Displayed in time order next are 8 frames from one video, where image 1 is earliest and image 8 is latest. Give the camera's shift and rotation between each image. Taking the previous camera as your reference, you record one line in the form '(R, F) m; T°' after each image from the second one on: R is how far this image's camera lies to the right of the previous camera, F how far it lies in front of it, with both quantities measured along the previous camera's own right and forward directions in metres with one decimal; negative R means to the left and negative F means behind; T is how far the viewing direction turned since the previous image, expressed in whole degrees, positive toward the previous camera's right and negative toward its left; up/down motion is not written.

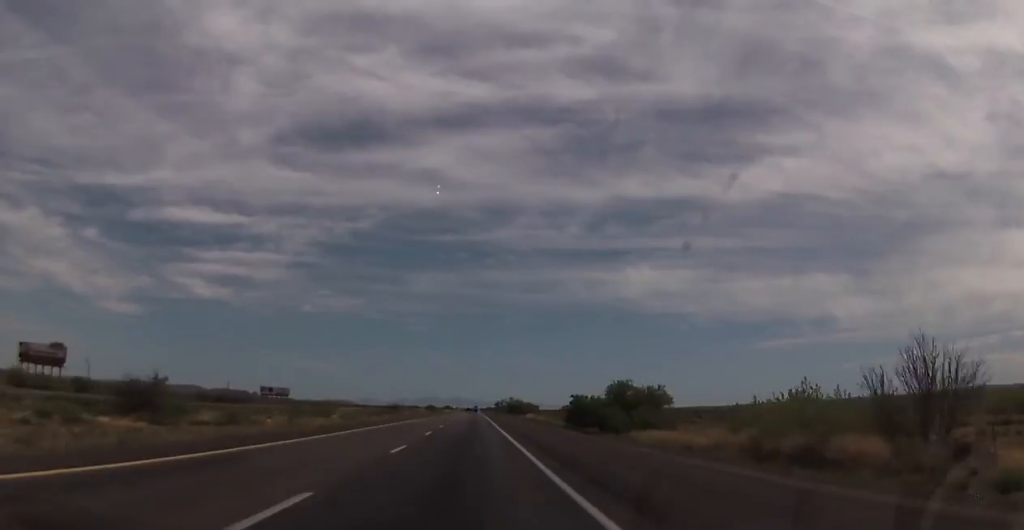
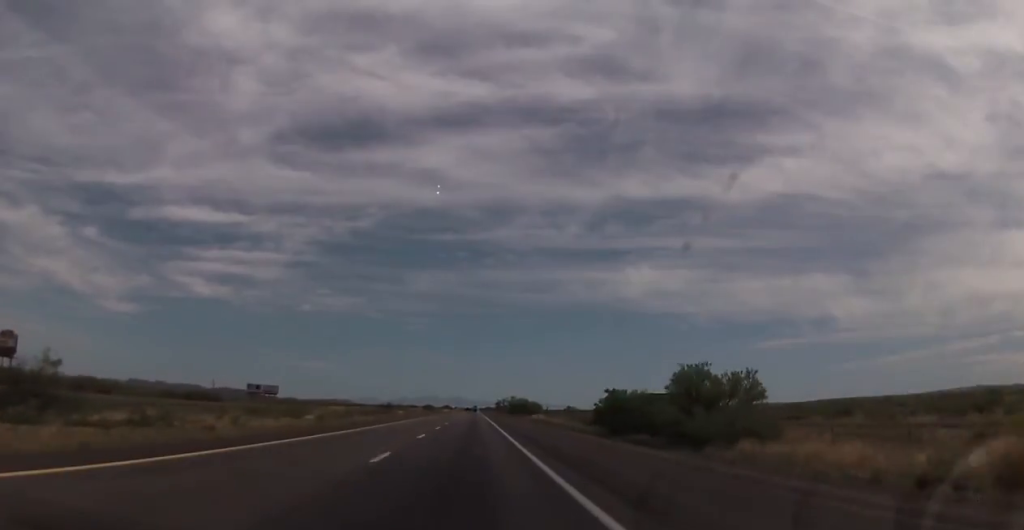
(+0.1, +15.9) m; 0°
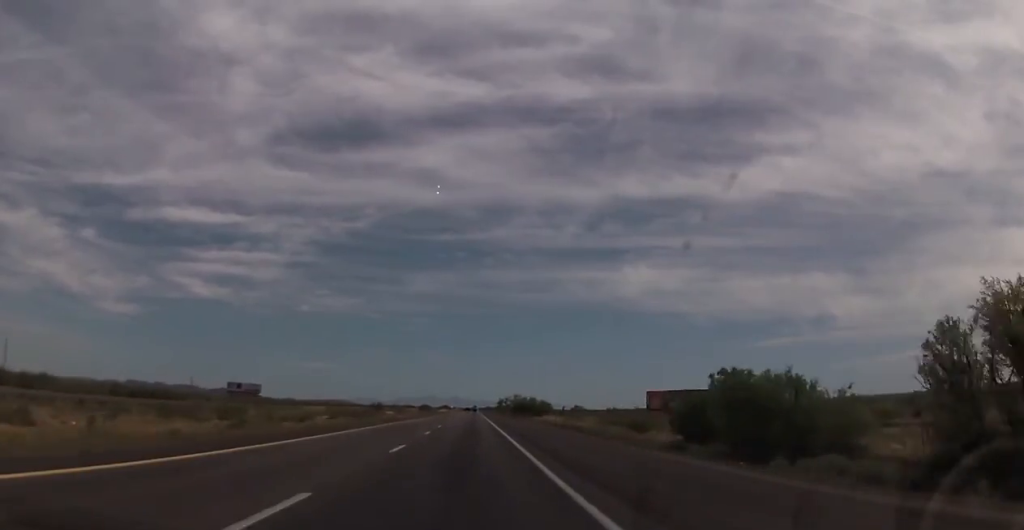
(+0.3, +20.8) m; 0°
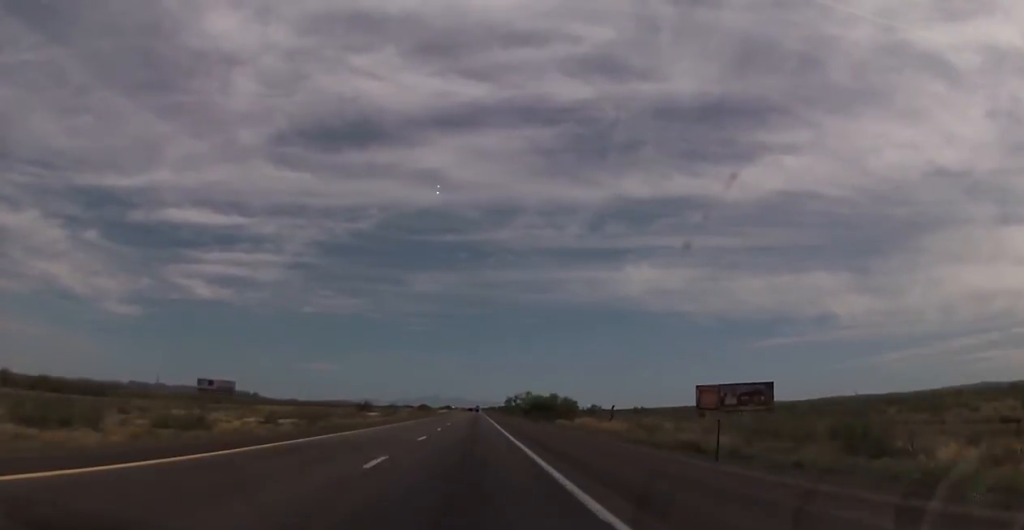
(-0.3, +29.4) m; -1°
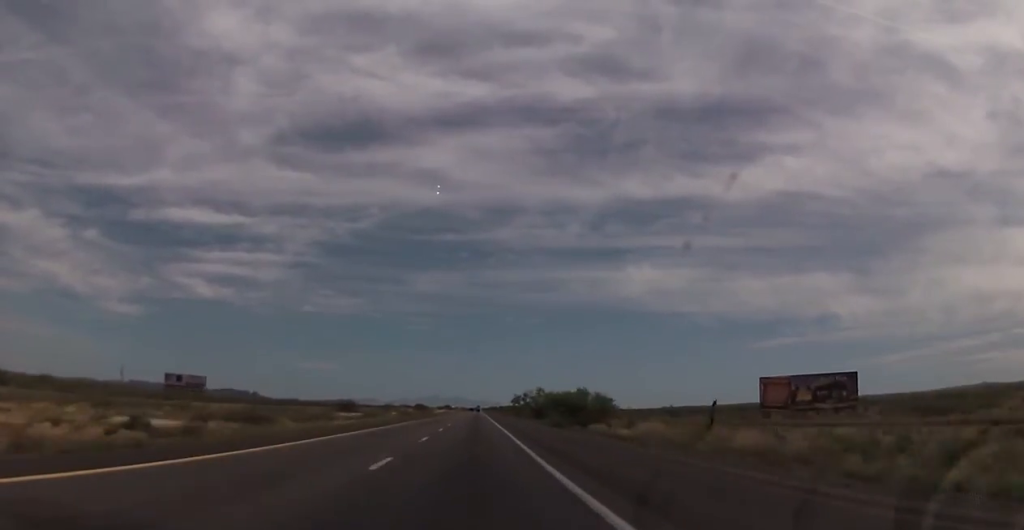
(-0.1, +24.5) m; 0°
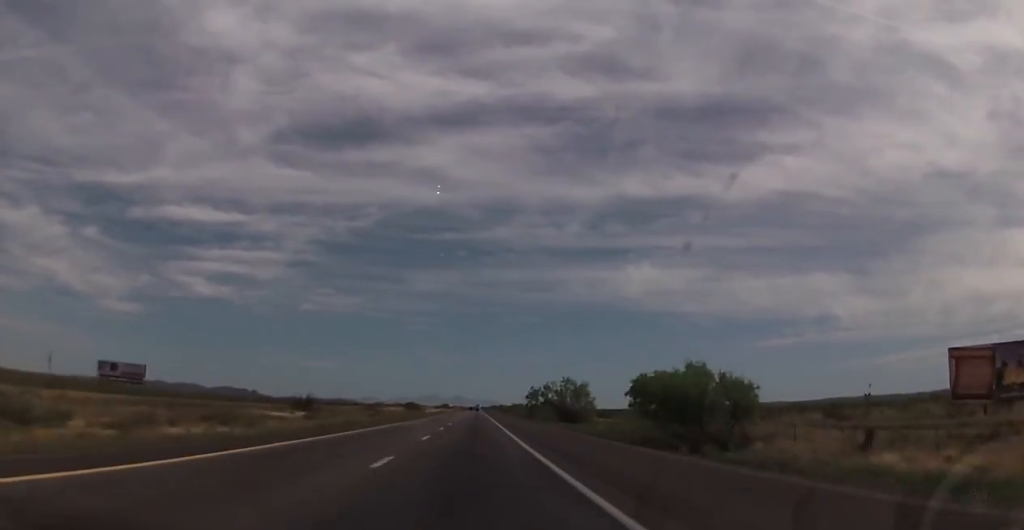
(0.0, +36.7) m; 0°
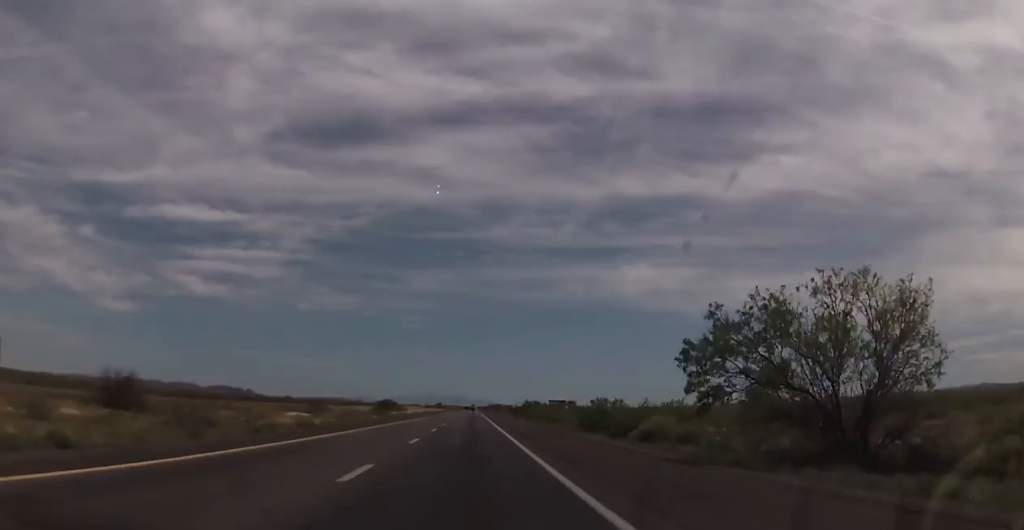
(+0.9, +63.6) m; +1°
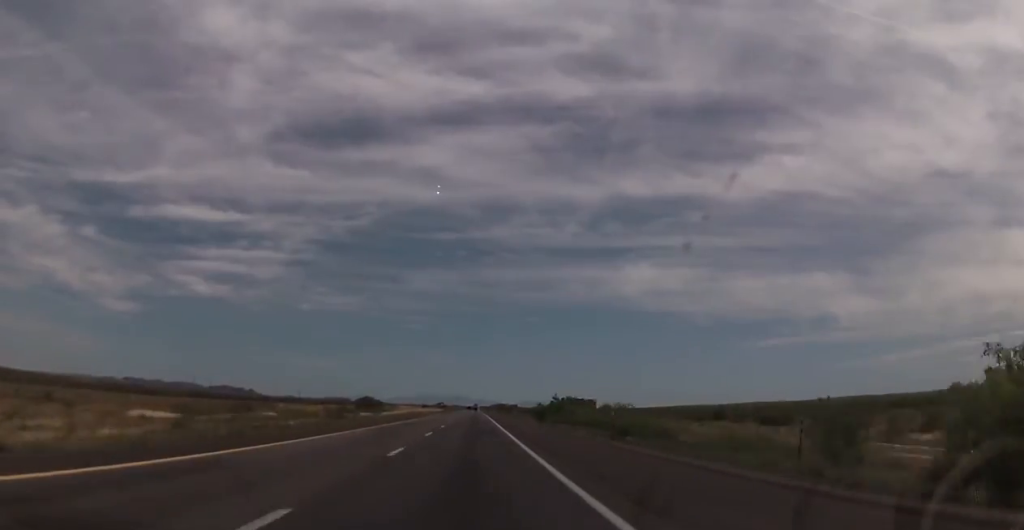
(-0.3, +42.8) m; -1°
